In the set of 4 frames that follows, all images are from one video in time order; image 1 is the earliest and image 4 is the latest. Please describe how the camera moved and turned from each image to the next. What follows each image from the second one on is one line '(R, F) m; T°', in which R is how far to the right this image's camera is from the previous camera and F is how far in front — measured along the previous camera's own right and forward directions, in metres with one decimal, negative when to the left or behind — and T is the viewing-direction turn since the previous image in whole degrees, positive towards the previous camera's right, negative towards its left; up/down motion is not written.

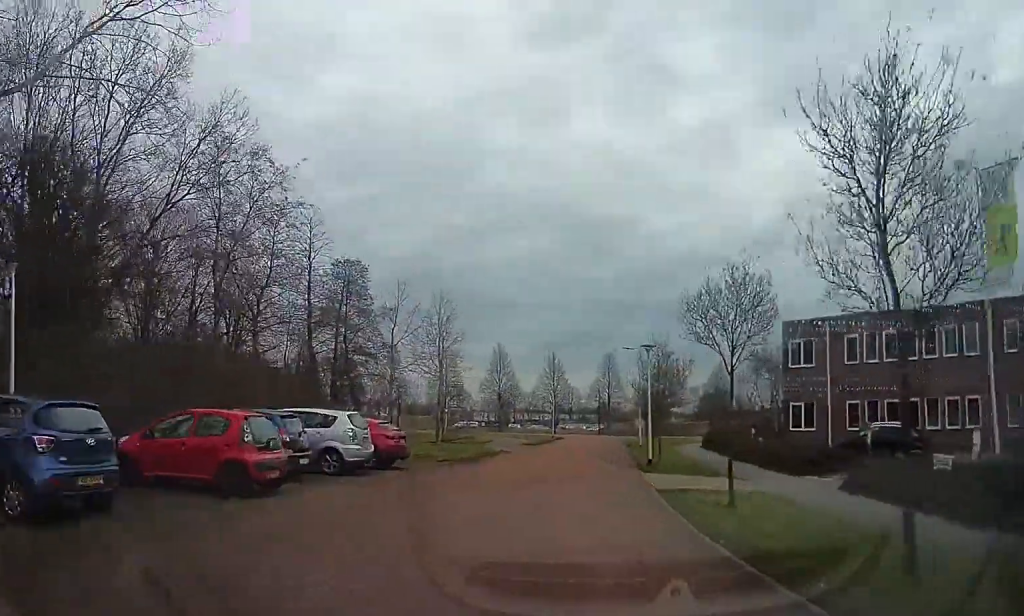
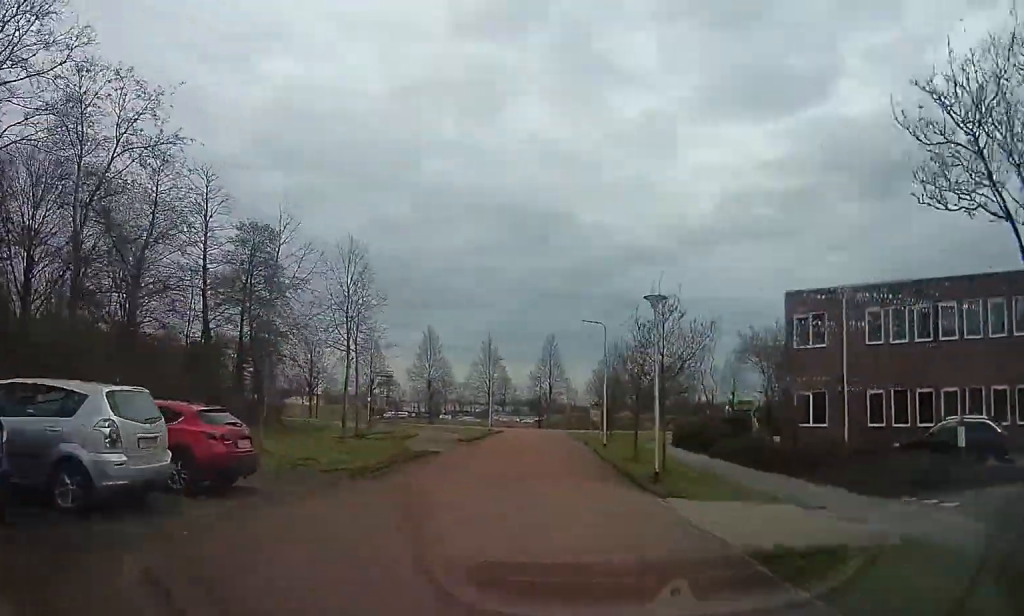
(+0.8, +8.3) m; +5°
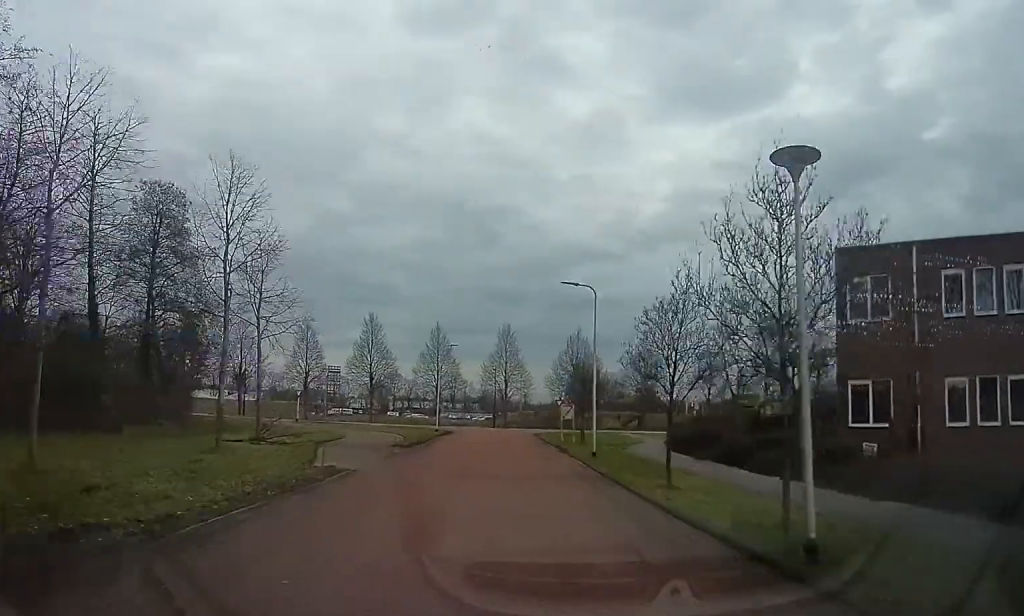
(0.0, +8.1) m; 0°
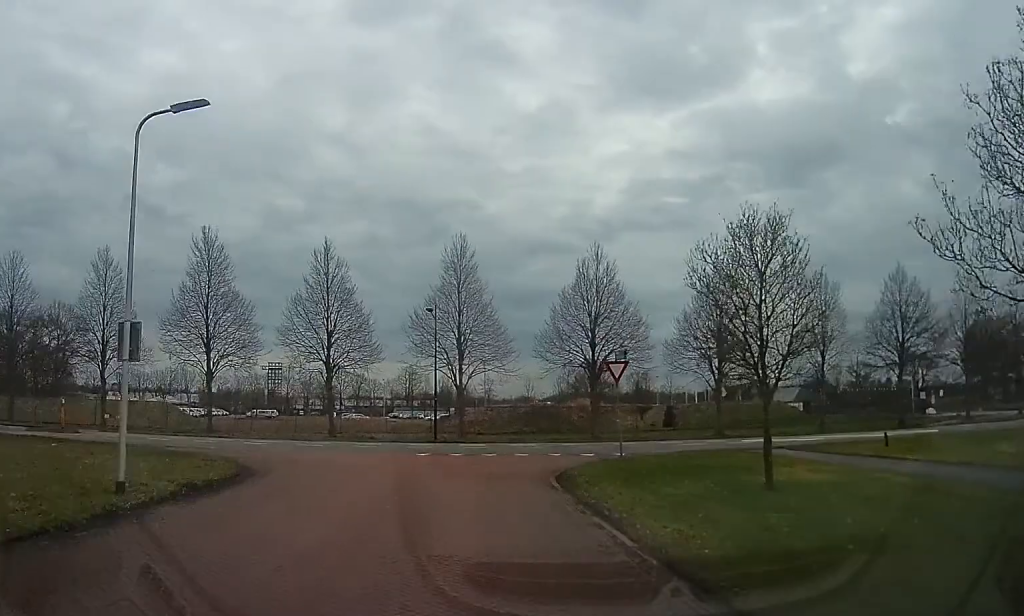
(+1.9, +33.0) m; 0°
